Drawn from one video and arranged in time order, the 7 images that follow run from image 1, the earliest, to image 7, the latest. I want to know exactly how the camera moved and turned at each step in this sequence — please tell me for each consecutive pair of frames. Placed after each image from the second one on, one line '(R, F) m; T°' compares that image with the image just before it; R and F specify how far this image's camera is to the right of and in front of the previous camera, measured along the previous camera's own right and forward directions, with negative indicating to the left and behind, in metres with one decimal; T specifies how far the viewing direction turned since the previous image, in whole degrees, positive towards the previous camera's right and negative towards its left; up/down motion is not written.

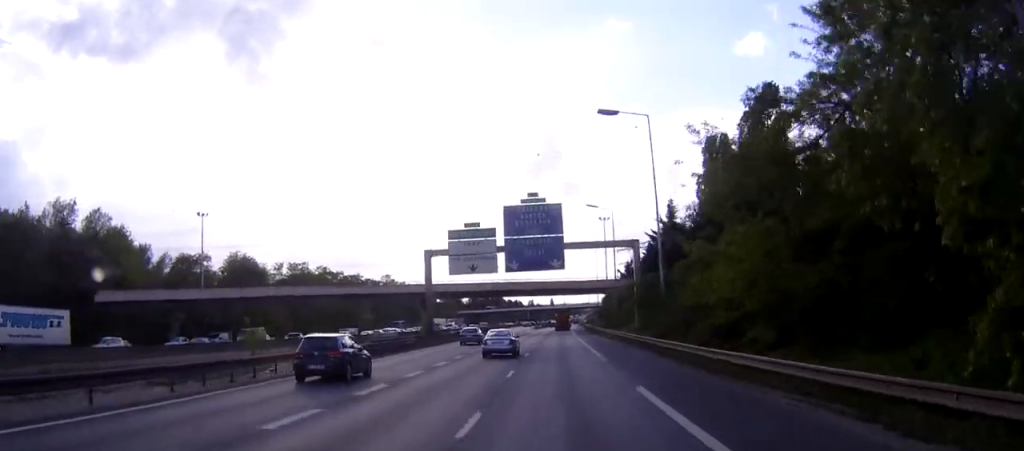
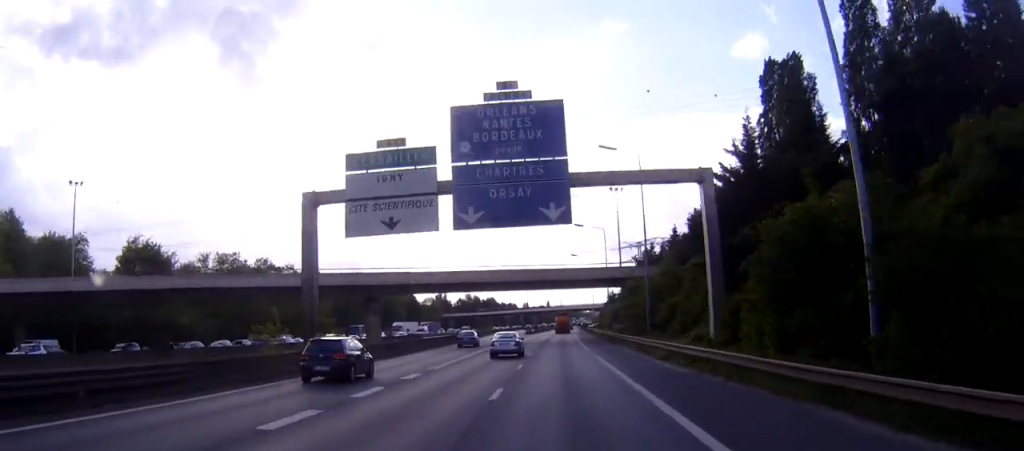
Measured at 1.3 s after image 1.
(0.0, +31.4) m; +1°
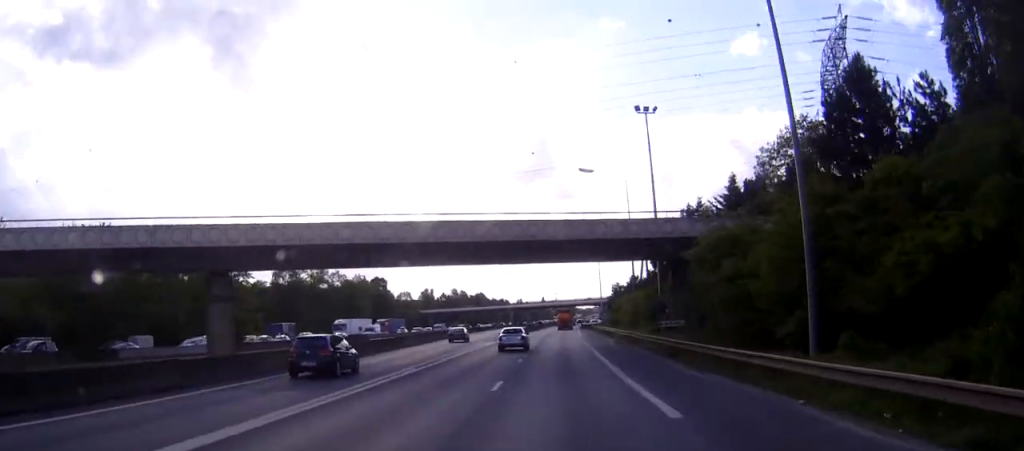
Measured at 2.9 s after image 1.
(+0.4, +36.4) m; -1°
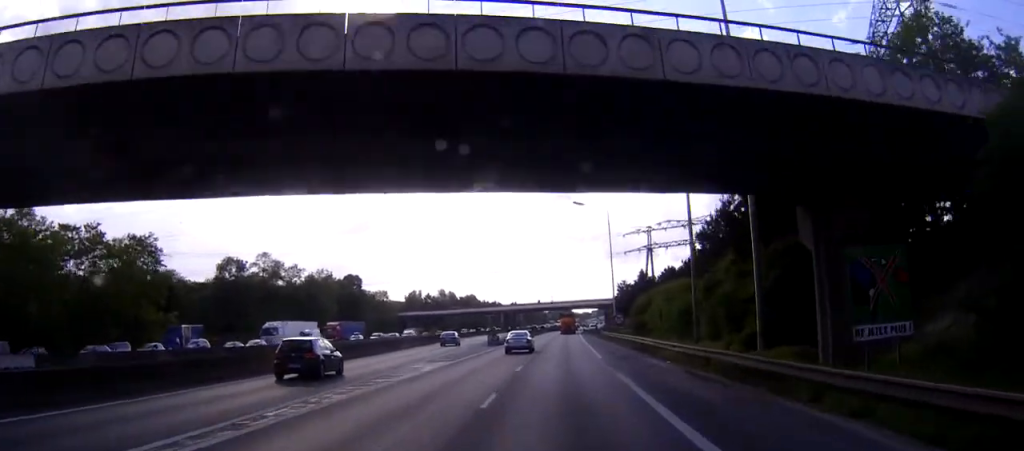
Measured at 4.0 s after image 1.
(-0.4, +27.7) m; +1°
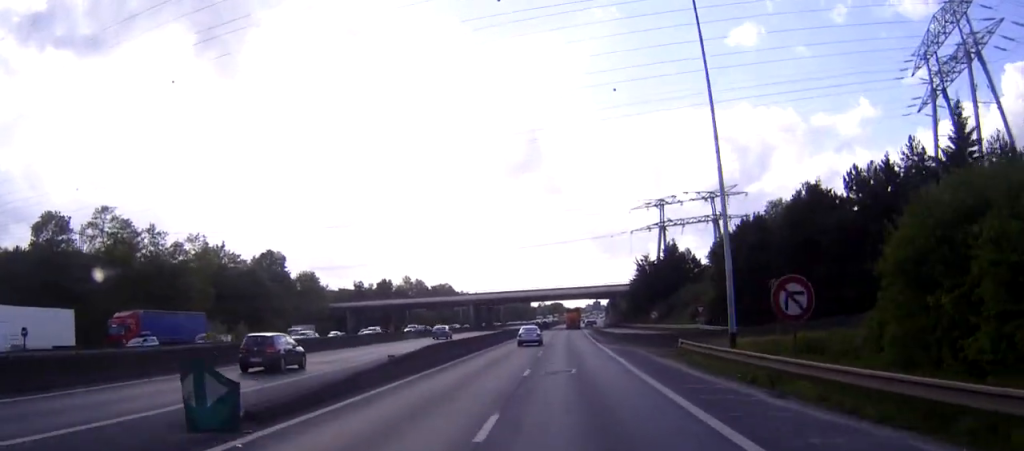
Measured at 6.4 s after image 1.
(+1.9, +56.2) m; +1°
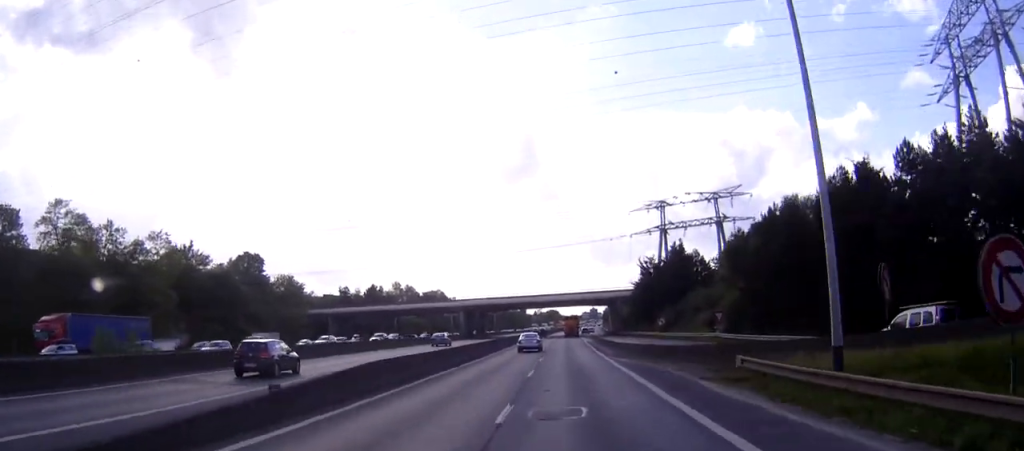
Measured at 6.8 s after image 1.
(-0.2, +10.4) m; 0°
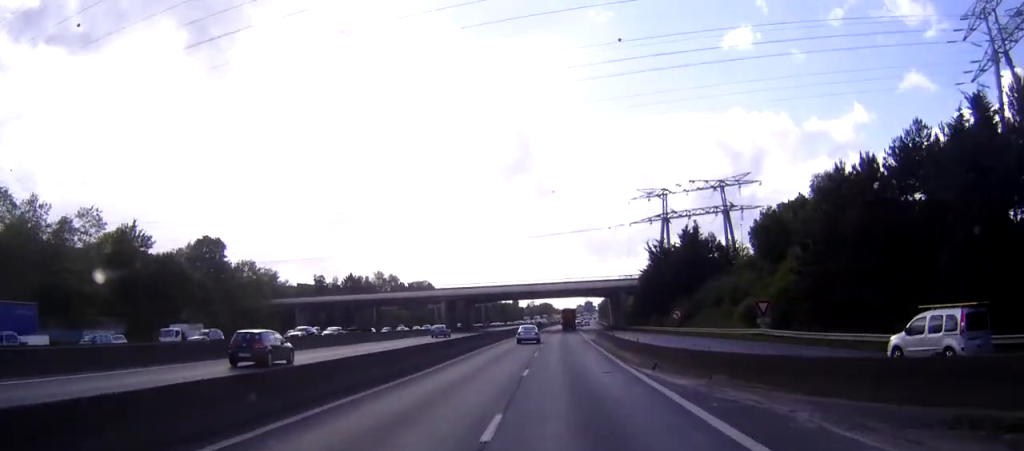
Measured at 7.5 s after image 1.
(0.0, +15.9) m; 0°
